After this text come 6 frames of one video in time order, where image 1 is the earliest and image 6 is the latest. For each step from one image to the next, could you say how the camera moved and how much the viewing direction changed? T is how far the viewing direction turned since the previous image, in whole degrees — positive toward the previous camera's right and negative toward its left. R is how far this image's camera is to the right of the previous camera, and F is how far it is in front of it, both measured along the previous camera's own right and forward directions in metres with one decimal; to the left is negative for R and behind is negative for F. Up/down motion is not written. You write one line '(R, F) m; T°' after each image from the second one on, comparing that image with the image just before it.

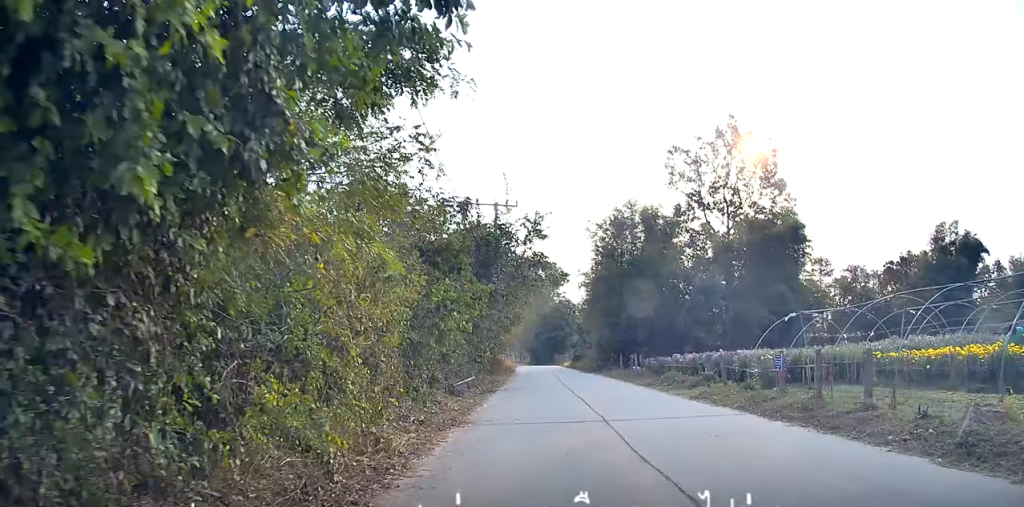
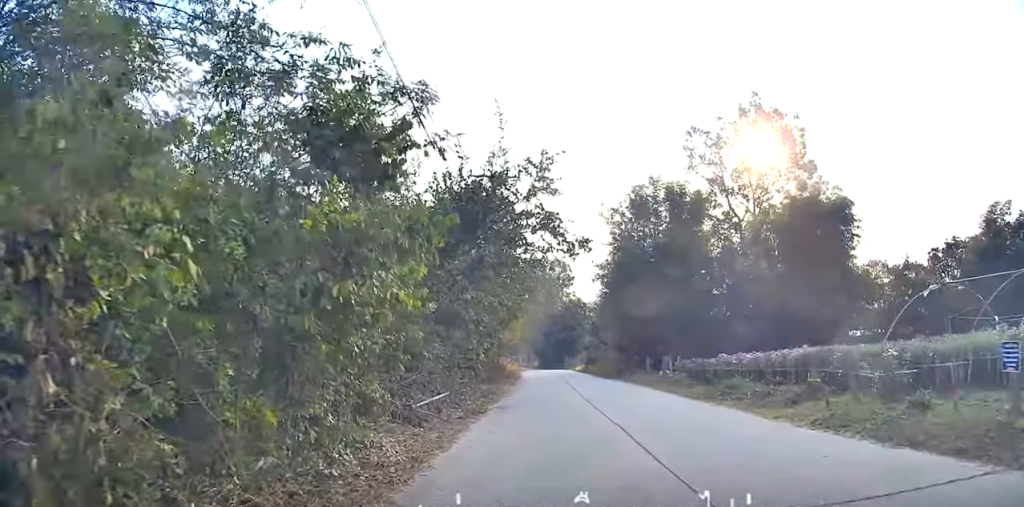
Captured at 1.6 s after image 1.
(+0.2, +6.3) m; +2°
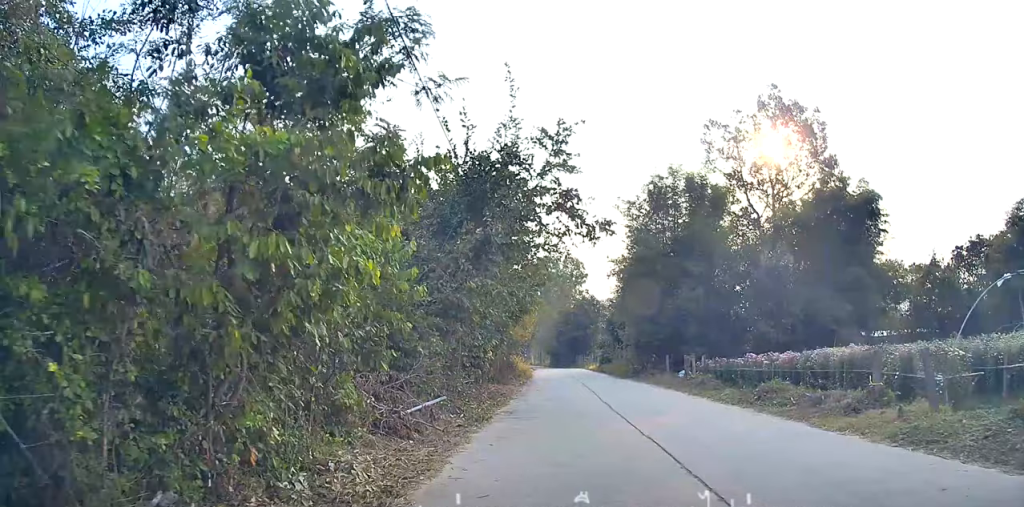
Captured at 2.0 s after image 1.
(-0.1, +2.0) m; -2°
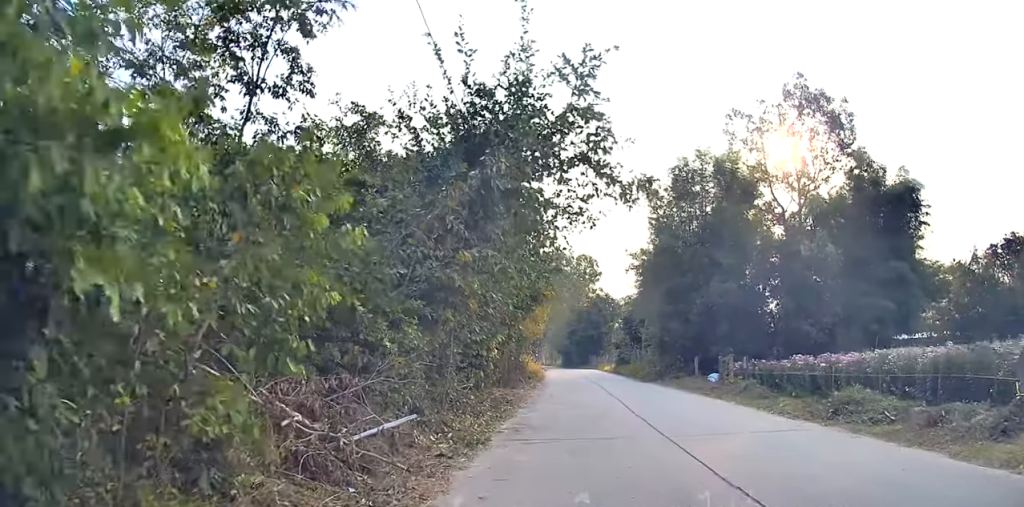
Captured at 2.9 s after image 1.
(-0.1, +3.5) m; -3°
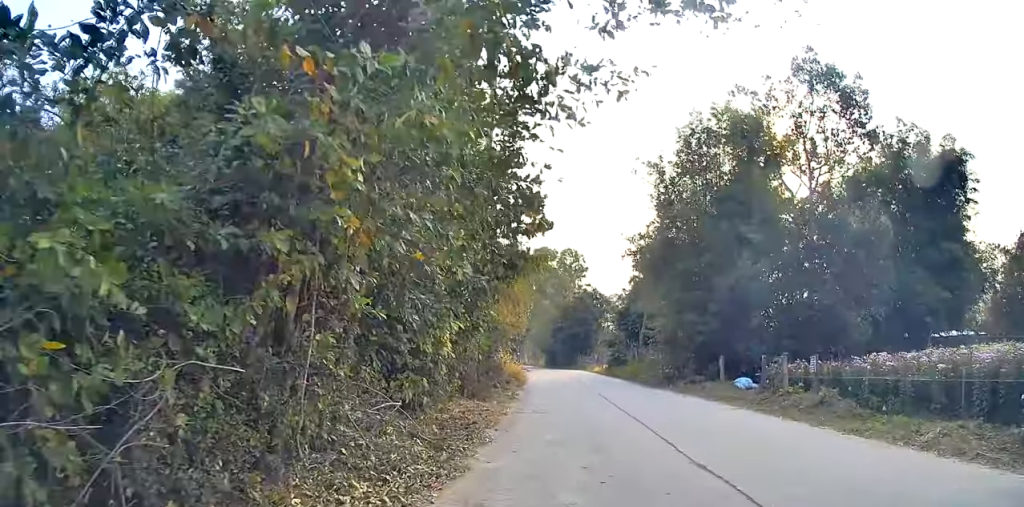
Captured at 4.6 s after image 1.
(-0.3, +7.1) m; -2°
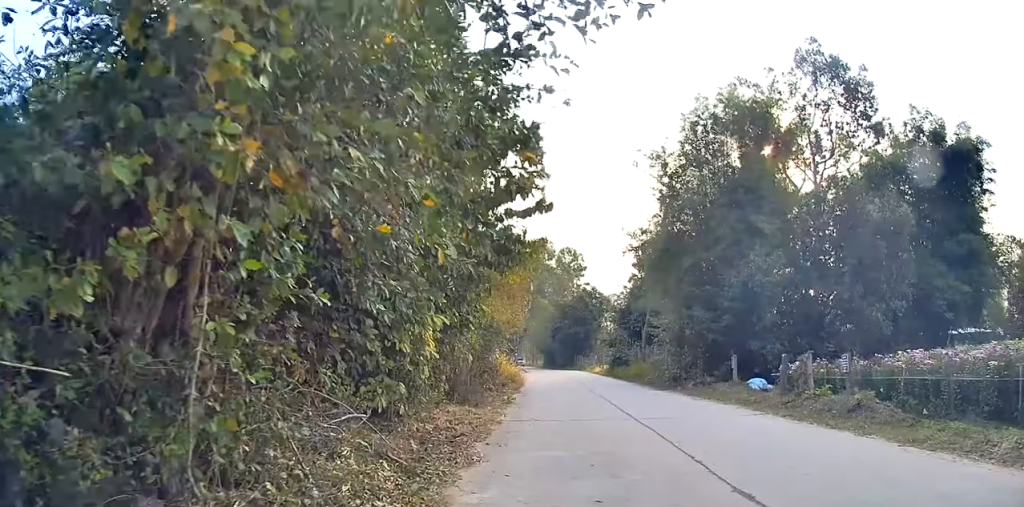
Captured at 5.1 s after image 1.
(+0.1, +2.0) m; 0°
